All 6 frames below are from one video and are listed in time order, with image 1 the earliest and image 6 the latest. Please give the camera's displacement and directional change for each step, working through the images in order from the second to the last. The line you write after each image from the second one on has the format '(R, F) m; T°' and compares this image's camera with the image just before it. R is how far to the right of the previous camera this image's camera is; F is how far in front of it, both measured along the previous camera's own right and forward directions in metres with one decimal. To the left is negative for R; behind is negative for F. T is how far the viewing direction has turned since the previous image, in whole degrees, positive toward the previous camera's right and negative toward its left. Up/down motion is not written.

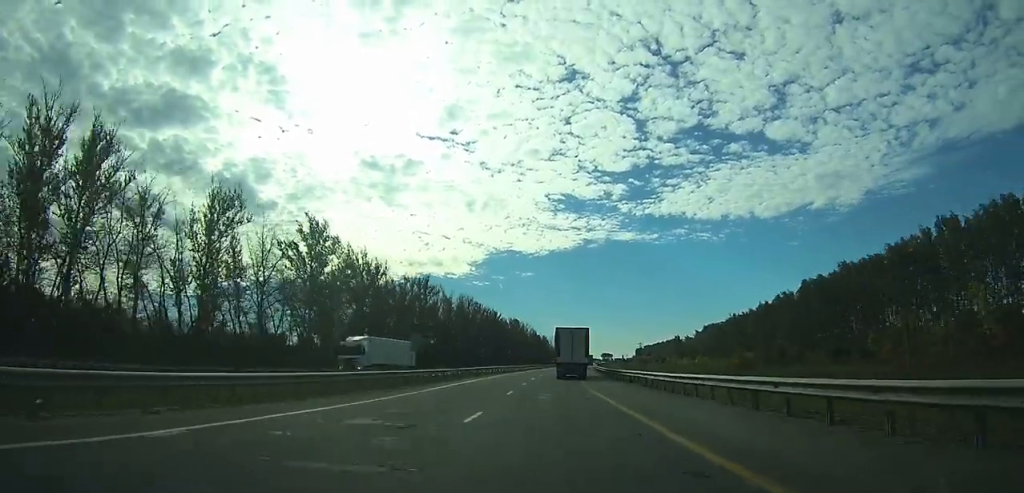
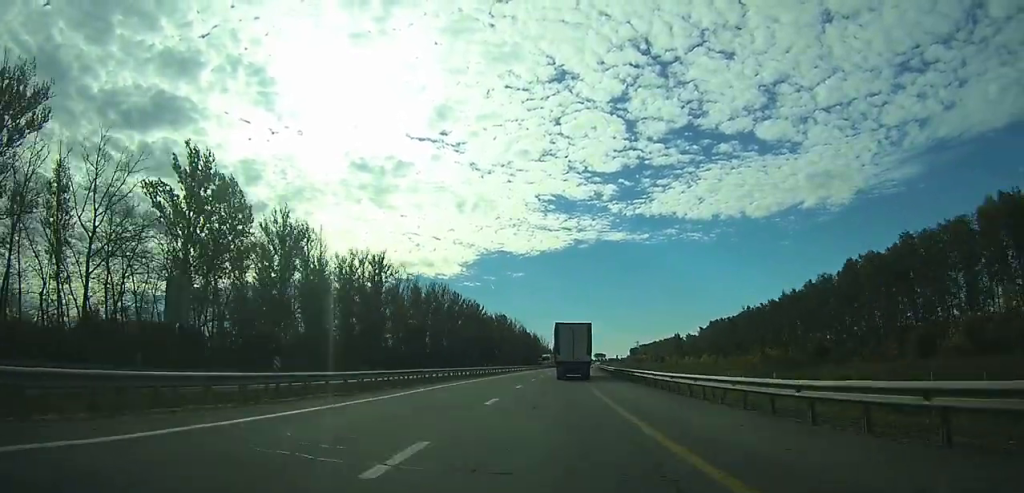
(+0.4, +31.2) m; +1°
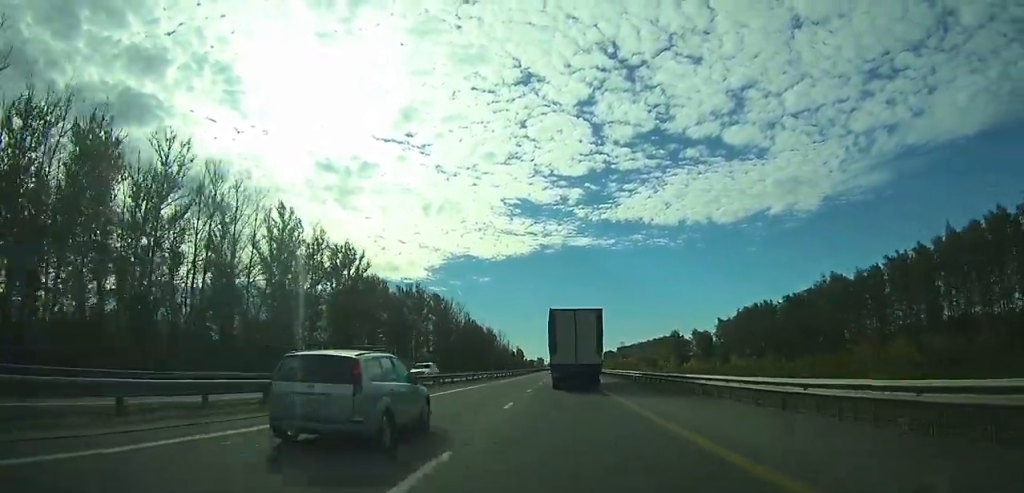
(+3.1, +97.6) m; +3°
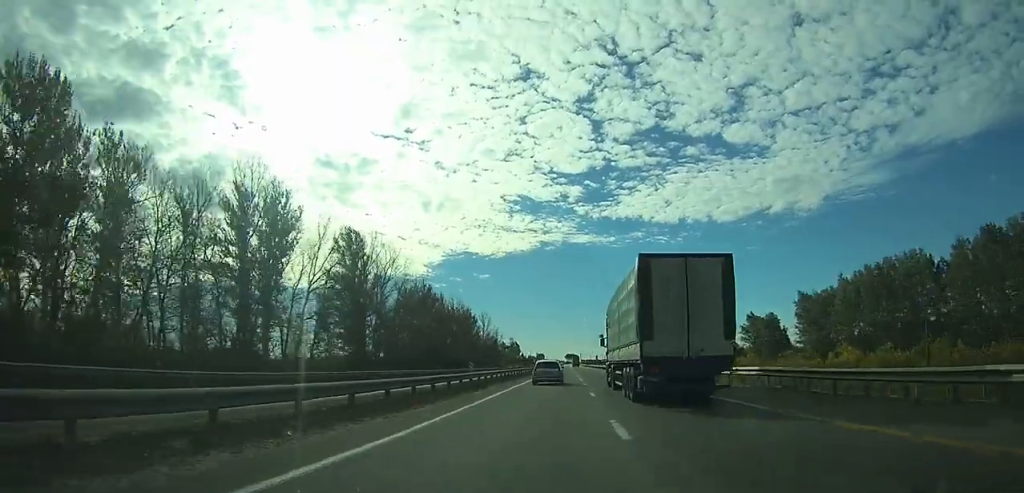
(0.0, +75.6) m; 0°
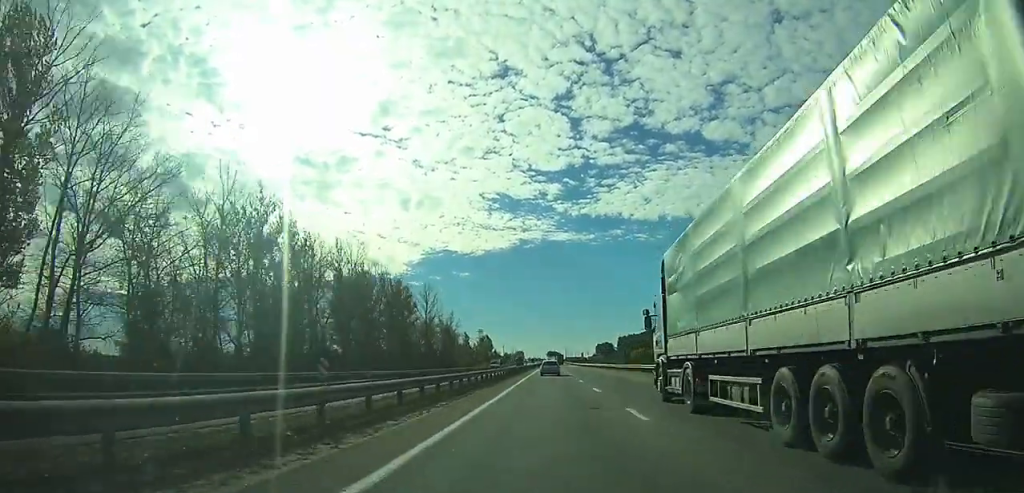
(+0.8, +64.4) m; +1°
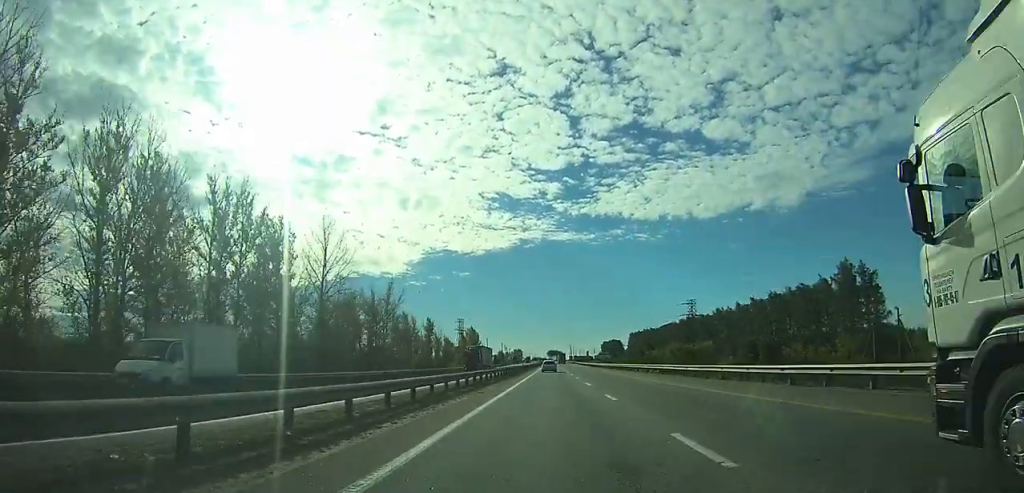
(+0.5, +64.0) m; +1°
